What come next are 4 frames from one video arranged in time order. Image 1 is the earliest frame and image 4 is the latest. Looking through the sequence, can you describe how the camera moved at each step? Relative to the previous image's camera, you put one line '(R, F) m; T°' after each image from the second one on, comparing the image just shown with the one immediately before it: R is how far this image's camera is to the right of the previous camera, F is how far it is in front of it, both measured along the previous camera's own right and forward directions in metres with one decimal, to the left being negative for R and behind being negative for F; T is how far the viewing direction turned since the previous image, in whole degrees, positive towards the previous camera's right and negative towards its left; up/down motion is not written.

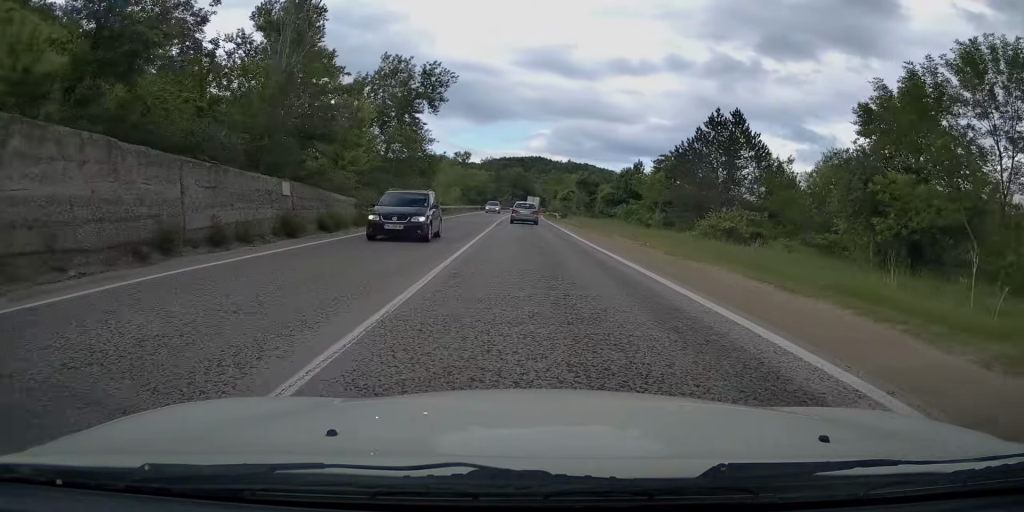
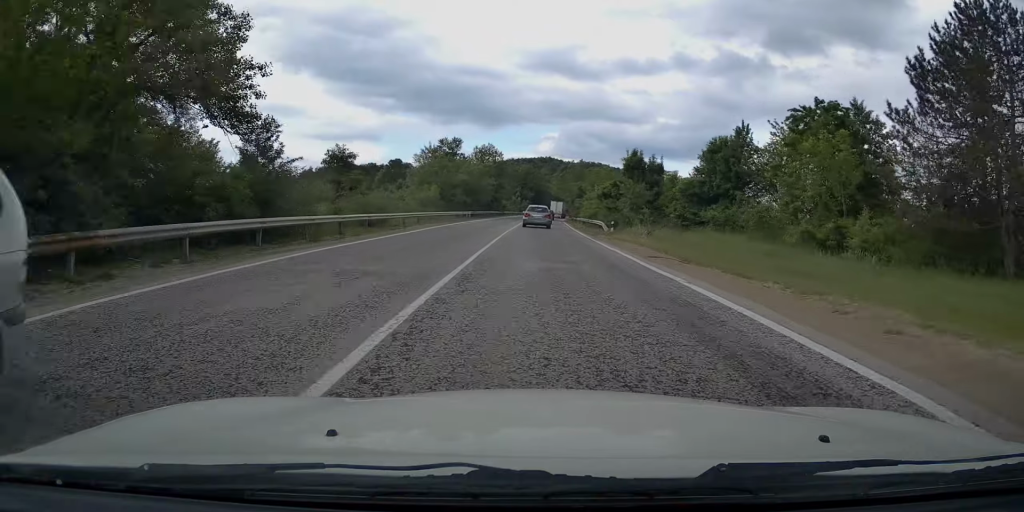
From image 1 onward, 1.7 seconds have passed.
(-0.5, +35.0) m; -1°
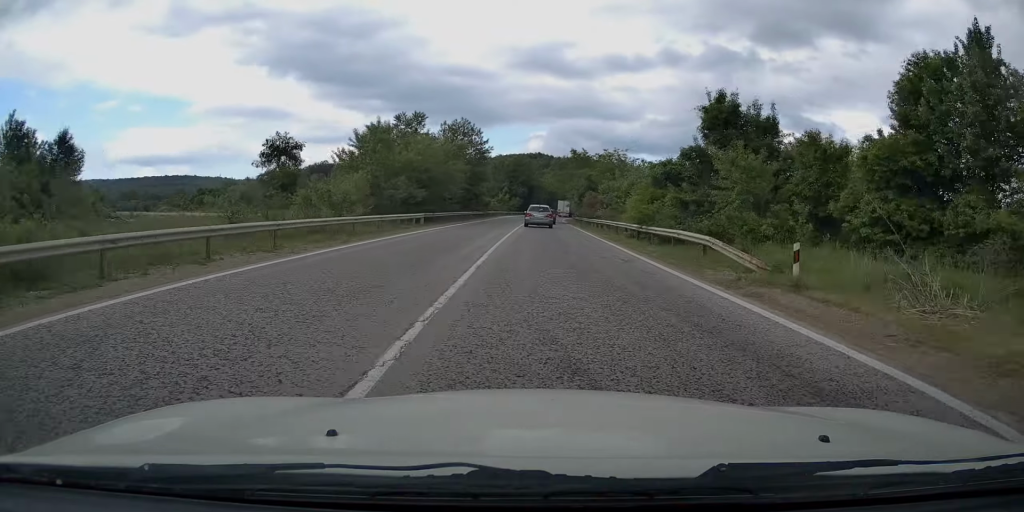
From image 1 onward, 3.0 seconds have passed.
(-0.1, +25.5) m; 0°
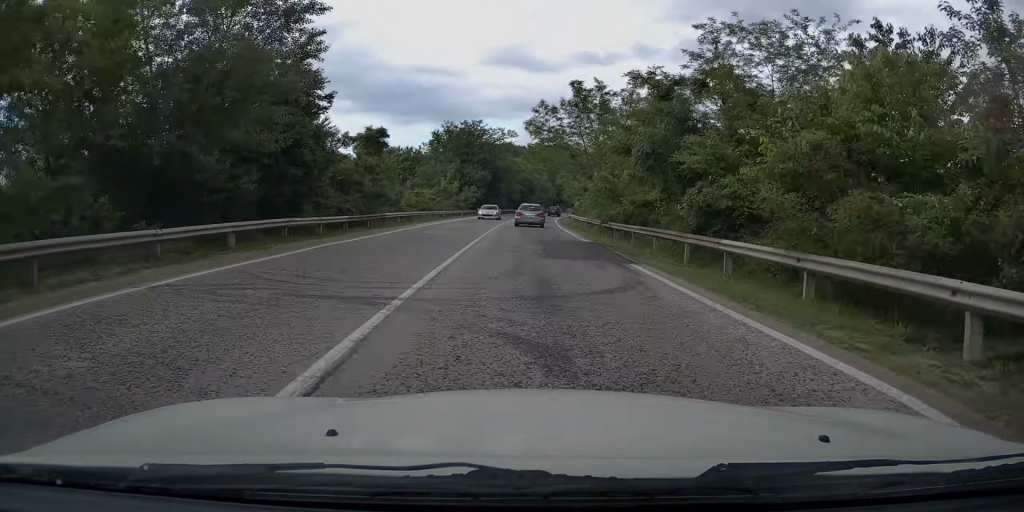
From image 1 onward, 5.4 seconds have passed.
(+1.1, +49.5) m; +3°
